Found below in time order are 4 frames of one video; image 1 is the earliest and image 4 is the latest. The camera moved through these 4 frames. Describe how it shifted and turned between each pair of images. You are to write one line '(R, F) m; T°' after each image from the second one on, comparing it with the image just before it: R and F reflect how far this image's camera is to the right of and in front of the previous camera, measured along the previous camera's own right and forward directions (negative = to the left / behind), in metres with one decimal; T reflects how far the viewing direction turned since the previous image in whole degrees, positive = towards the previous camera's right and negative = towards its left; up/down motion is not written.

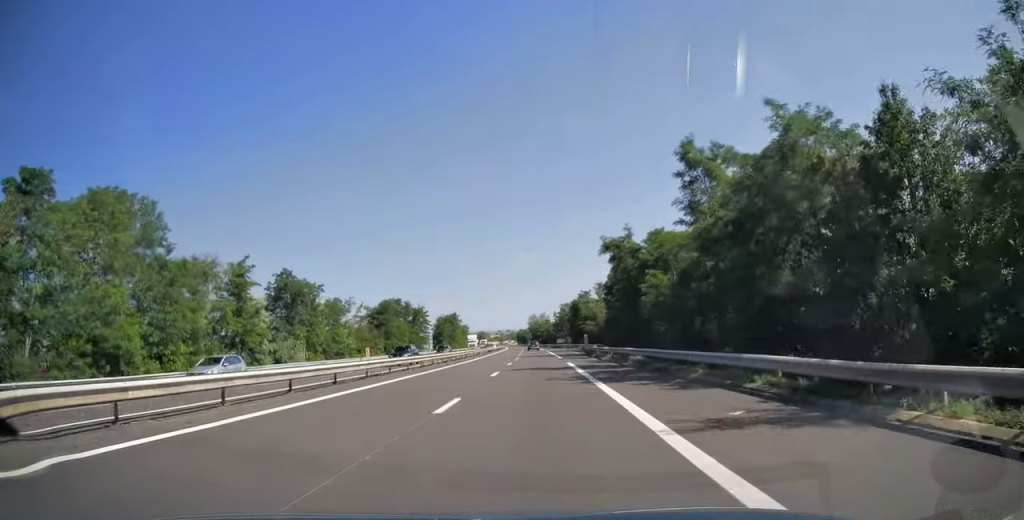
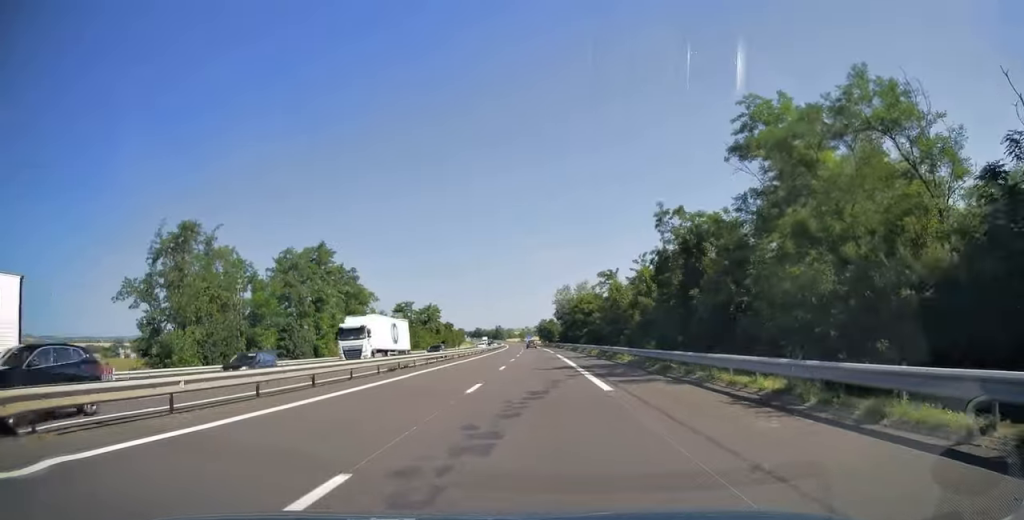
(-3.4, +138.6) m; -3°
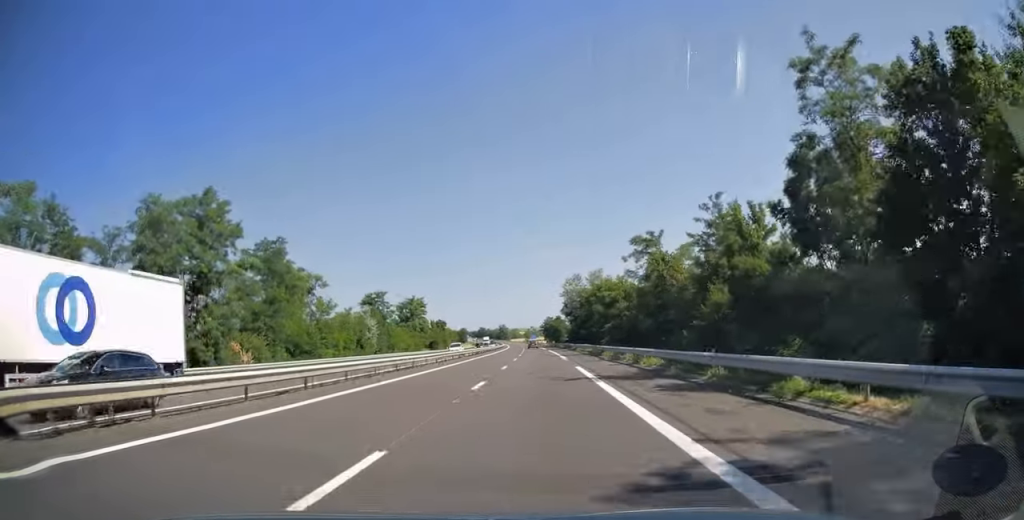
(0.0, +24.9) m; -1°
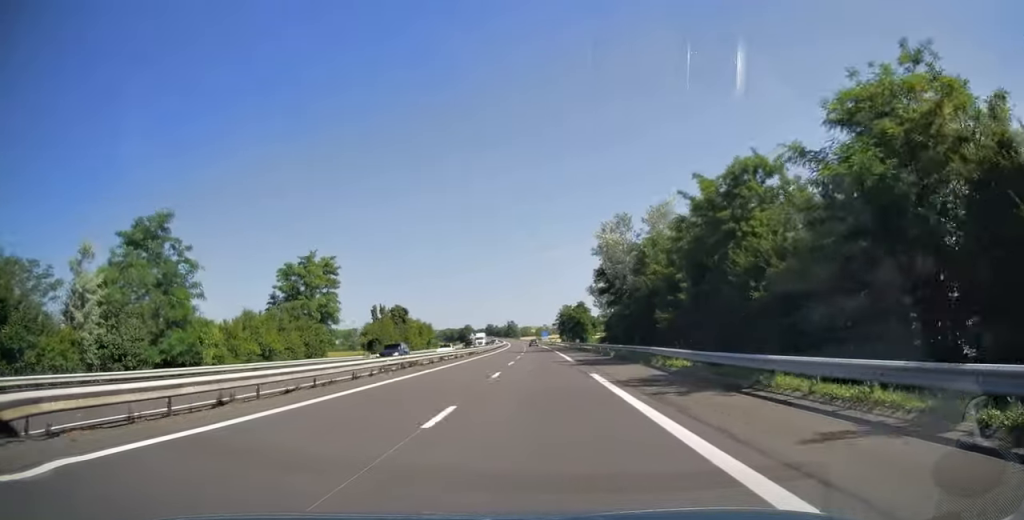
(-0.8, +59.9) m; -1°
